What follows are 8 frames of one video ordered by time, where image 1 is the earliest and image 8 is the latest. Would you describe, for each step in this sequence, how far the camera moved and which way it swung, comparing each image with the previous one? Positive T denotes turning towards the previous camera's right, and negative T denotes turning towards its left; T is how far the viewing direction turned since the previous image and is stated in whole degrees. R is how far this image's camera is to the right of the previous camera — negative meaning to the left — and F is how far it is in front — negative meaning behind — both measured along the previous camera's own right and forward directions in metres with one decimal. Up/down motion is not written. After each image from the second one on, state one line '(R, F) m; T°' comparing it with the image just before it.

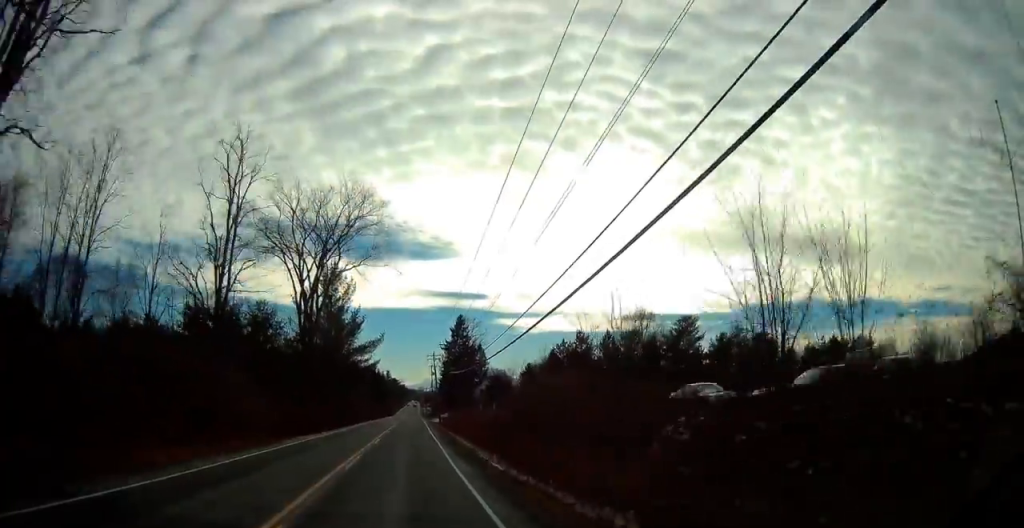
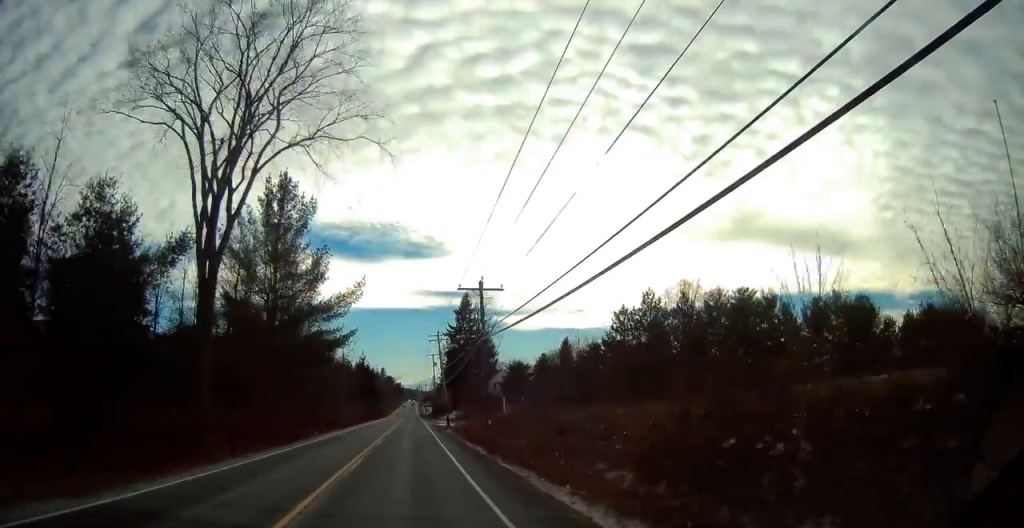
(+0.2, +25.8) m; 0°
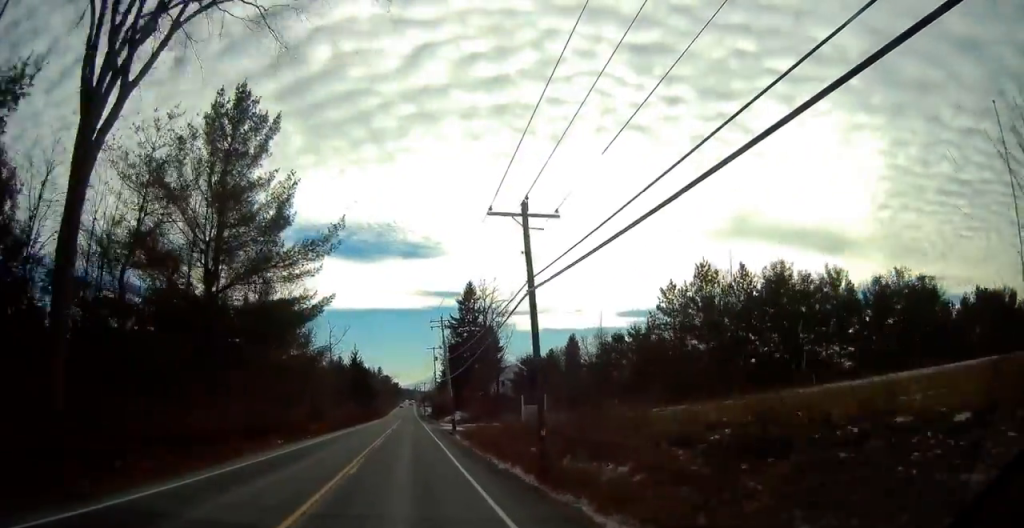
(0.0, +12.2) m; 0°
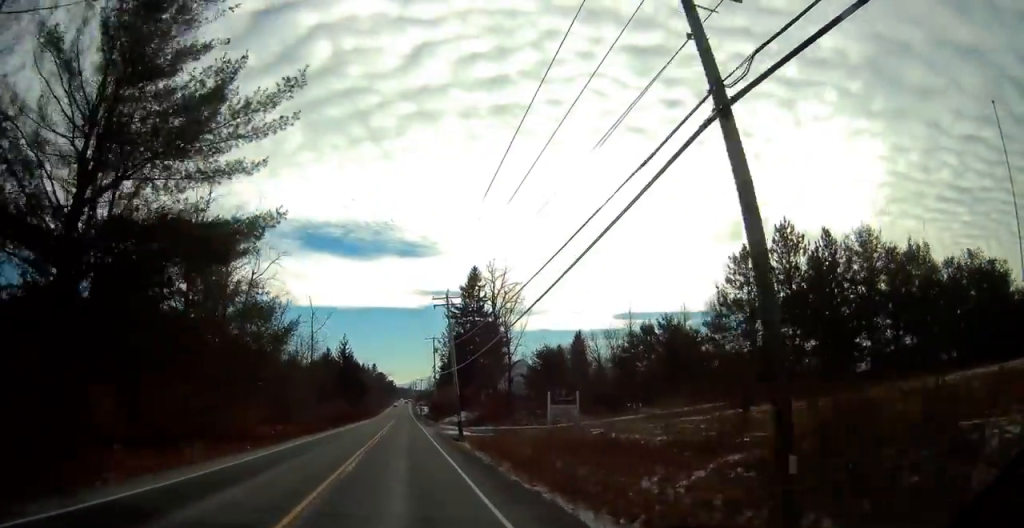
(0.0, +12.2) m; 0°
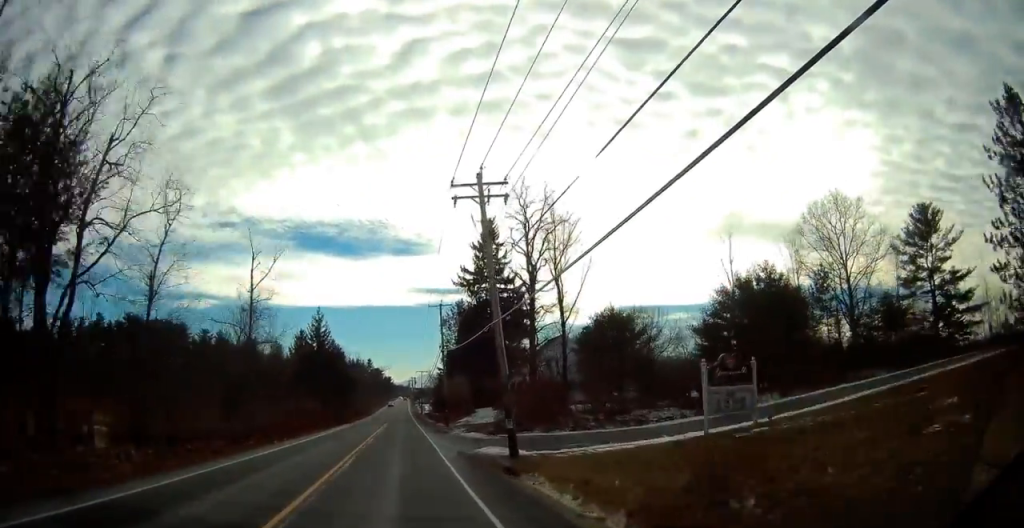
(0.0, +24.4) m; 0°
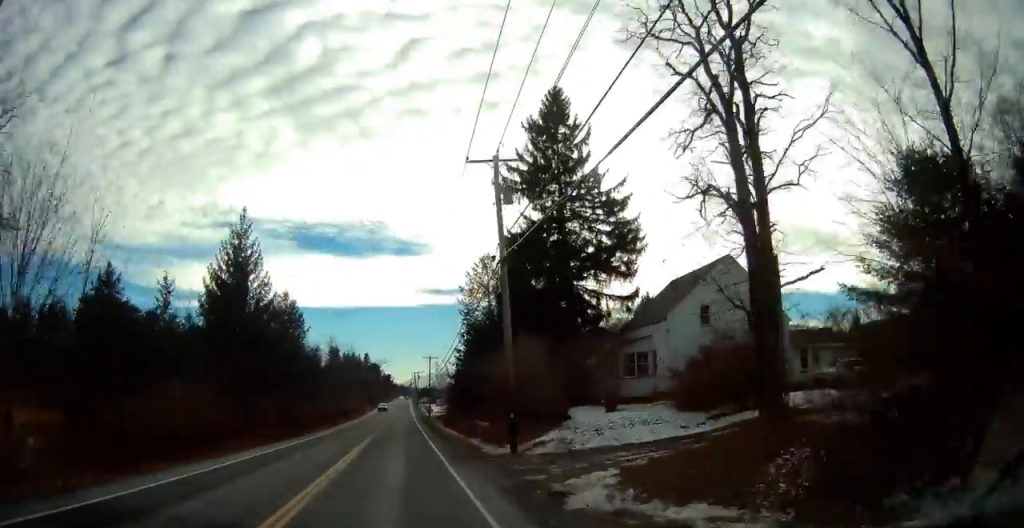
(+0.6, +34.4) m; +1°
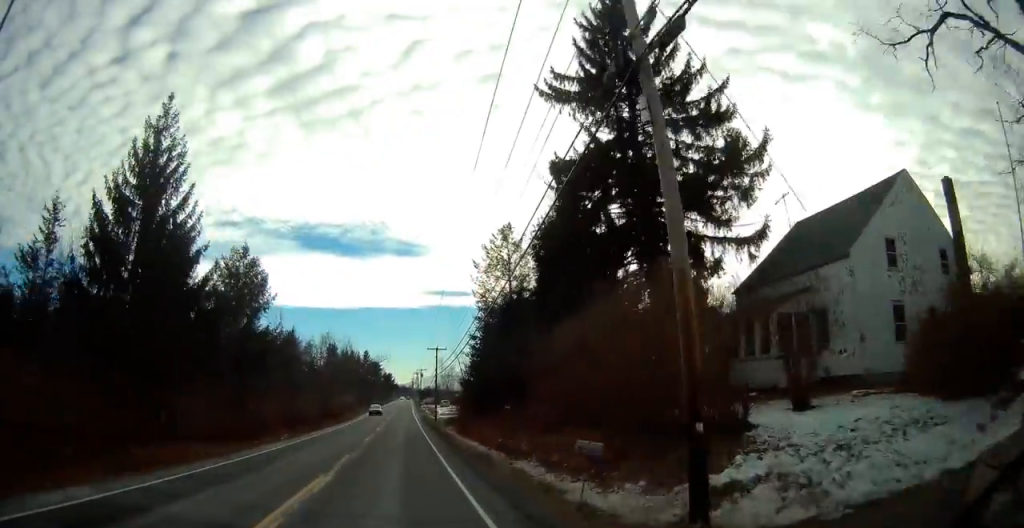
(-0.3, +14.1) m; -1°
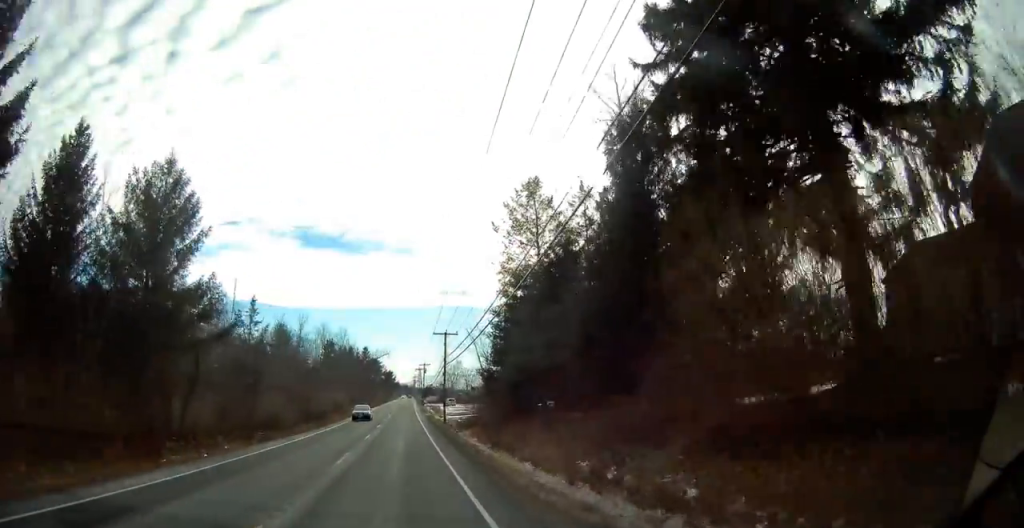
(-0.2, +13.3) m; -1°
